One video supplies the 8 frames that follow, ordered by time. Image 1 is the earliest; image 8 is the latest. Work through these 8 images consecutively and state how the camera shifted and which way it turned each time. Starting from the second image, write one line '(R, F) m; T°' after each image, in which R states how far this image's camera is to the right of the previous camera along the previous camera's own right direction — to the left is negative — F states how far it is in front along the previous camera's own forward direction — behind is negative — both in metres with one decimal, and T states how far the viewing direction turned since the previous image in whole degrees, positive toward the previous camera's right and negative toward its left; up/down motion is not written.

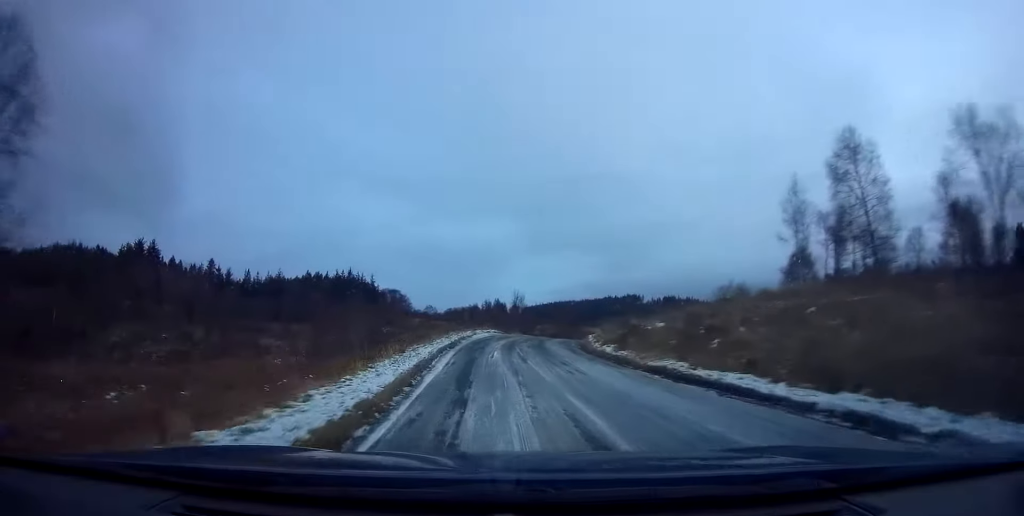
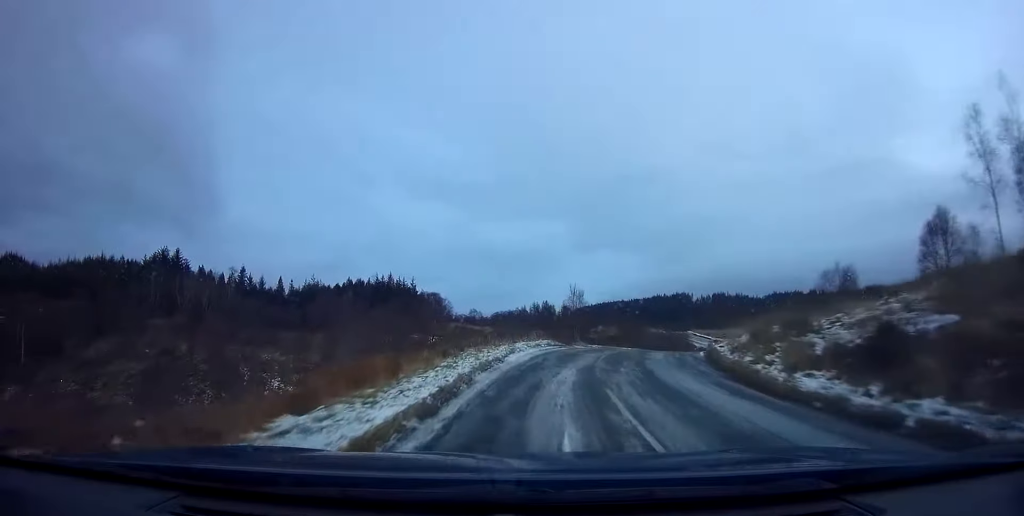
(-1.0, +14.2) m; -5°
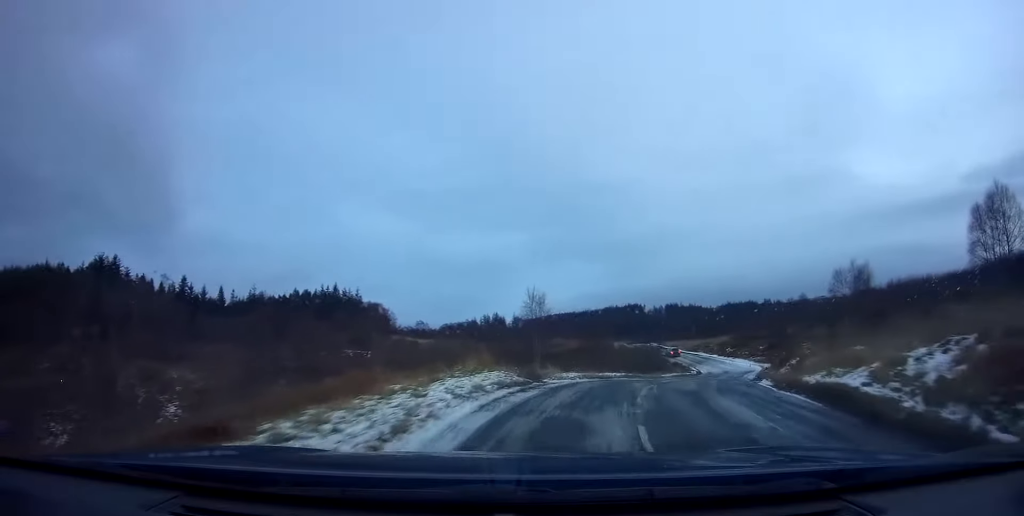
(+0.2, +10.7) m; +4°
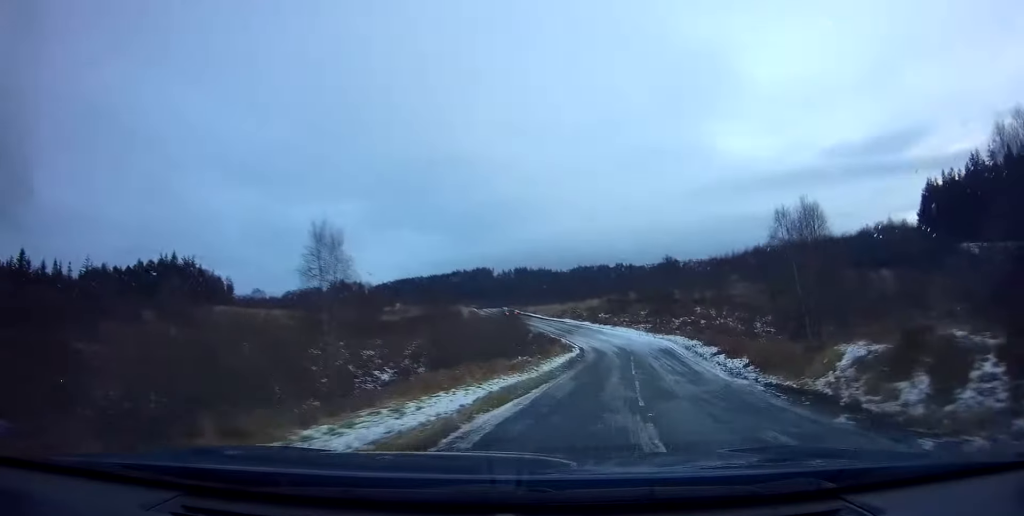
(+1.4, +13.8) m; +14°
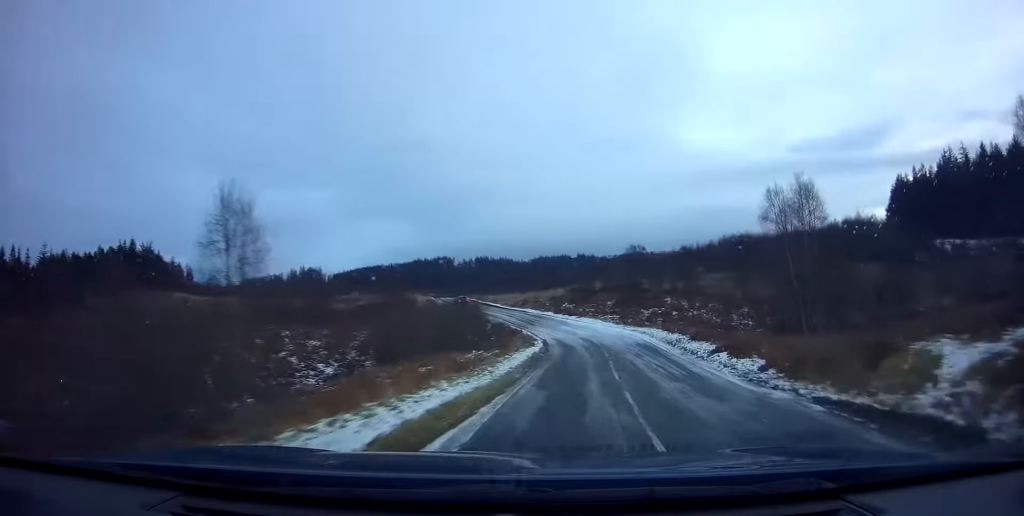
(+0.3, +3.8) m; +4°
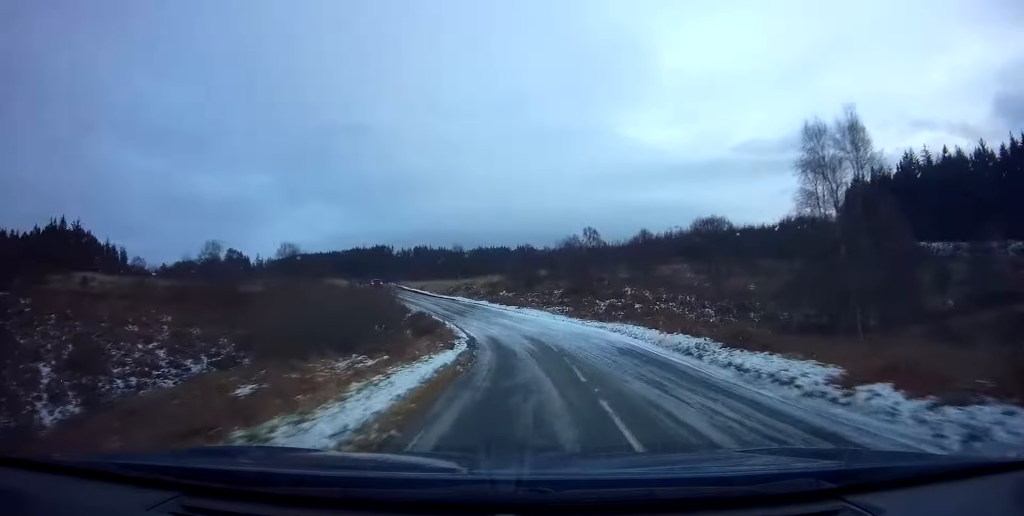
(+0.9, +9.7) m; +8°
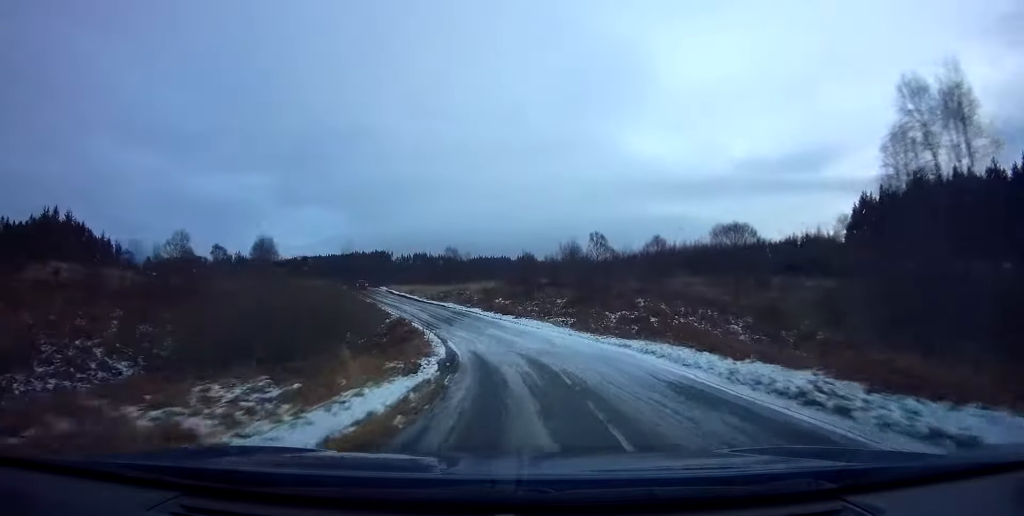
(+0.2, +6.0) m; +1°
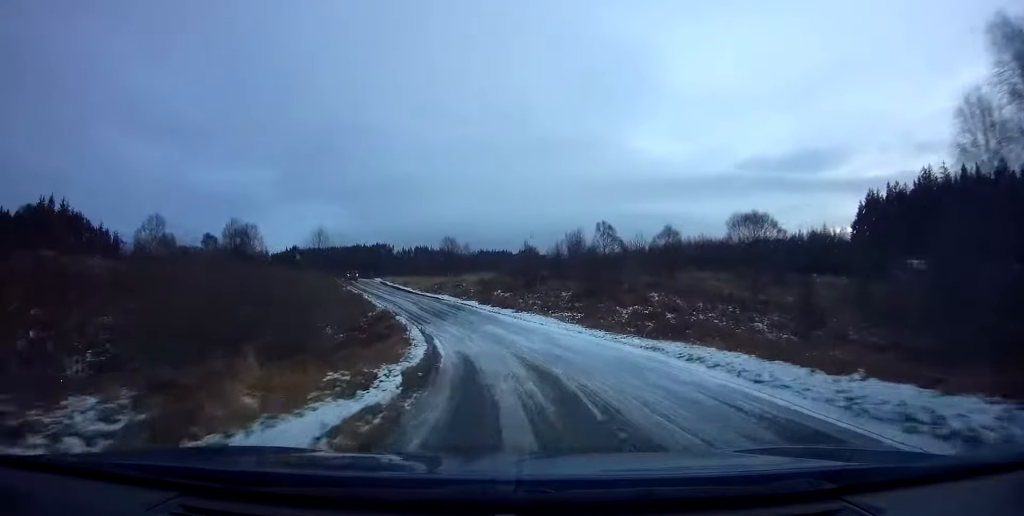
(+0.1, +4.2) m; -1°
